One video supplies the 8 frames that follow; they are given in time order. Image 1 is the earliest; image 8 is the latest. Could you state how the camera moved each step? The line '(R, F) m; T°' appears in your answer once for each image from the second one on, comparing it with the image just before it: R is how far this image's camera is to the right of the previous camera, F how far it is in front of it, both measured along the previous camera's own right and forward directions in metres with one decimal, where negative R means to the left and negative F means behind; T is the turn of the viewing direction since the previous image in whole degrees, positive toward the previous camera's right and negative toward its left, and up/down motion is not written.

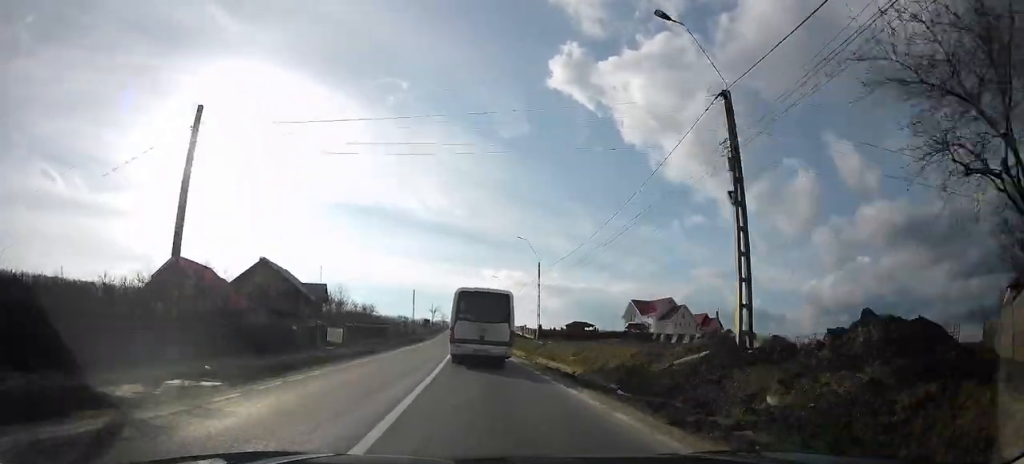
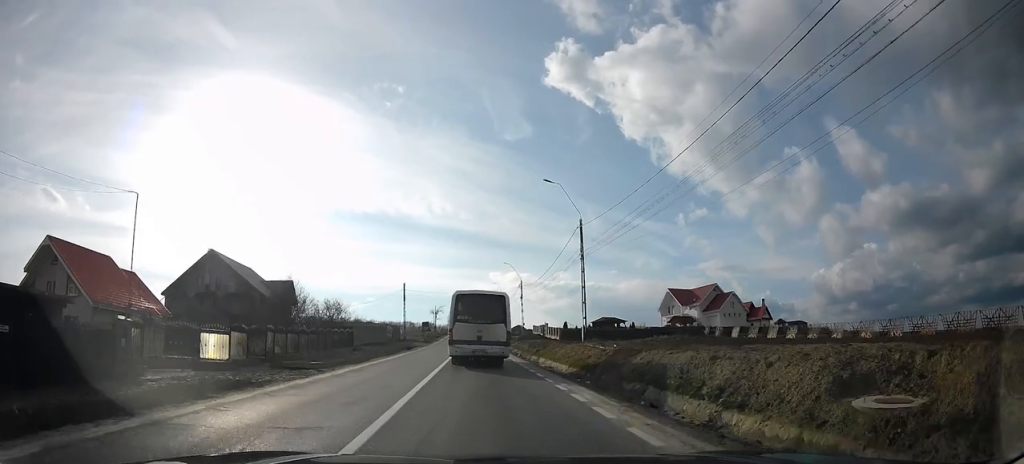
(-0.7, +19.8) m; -3°
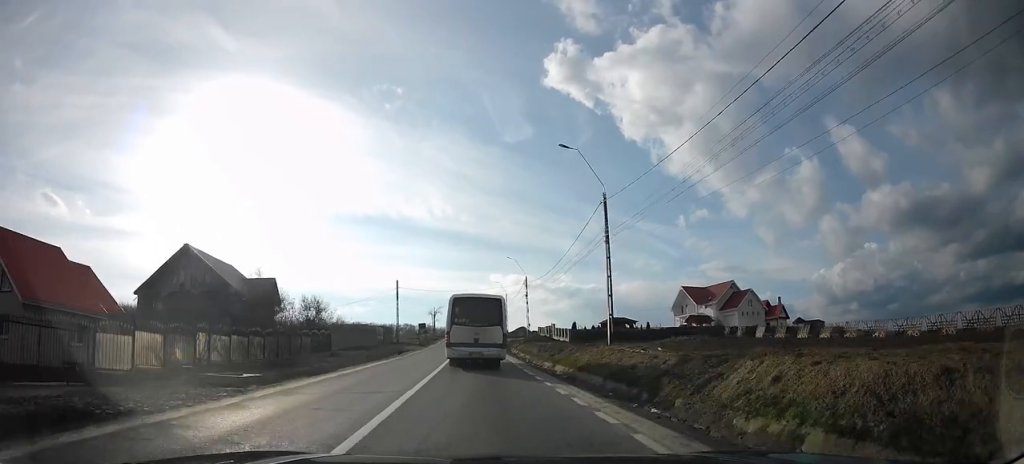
(0.0, +6.4) m; 0°
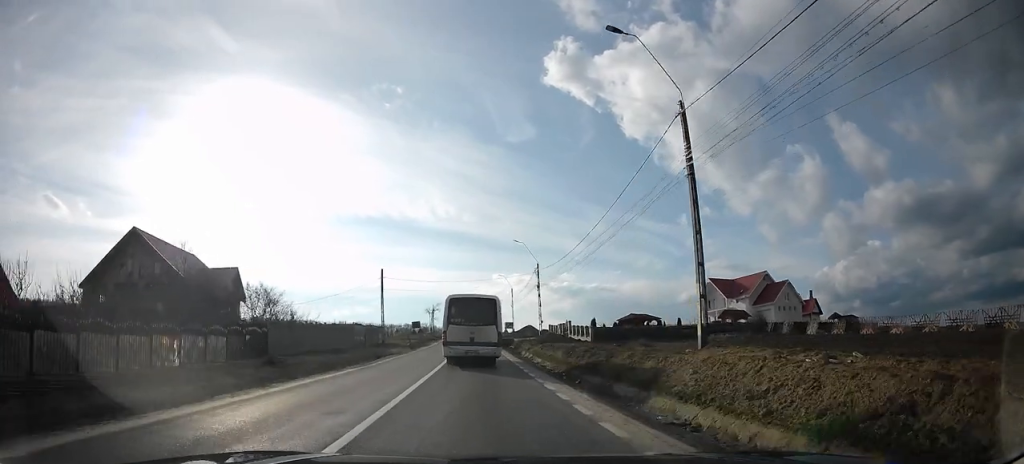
(0.0, +10.9) m; 0°
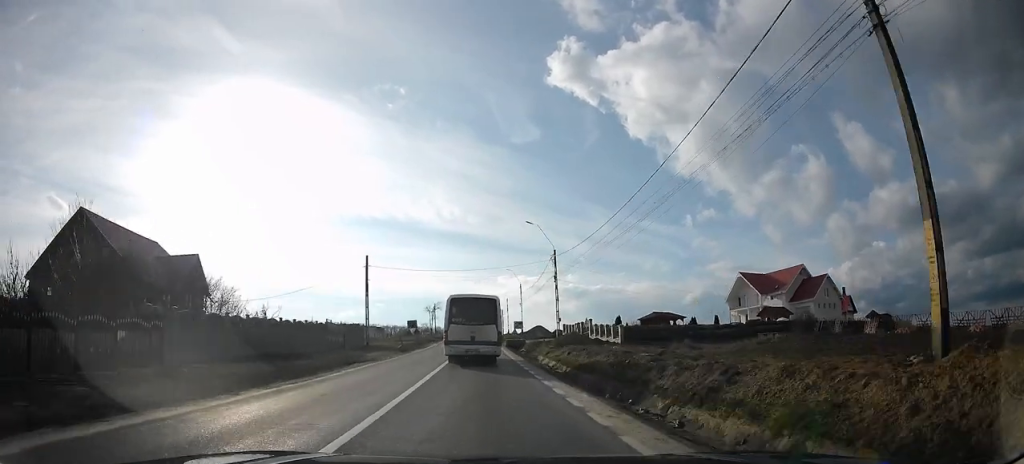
(+0.1, +8.8) m; 0°
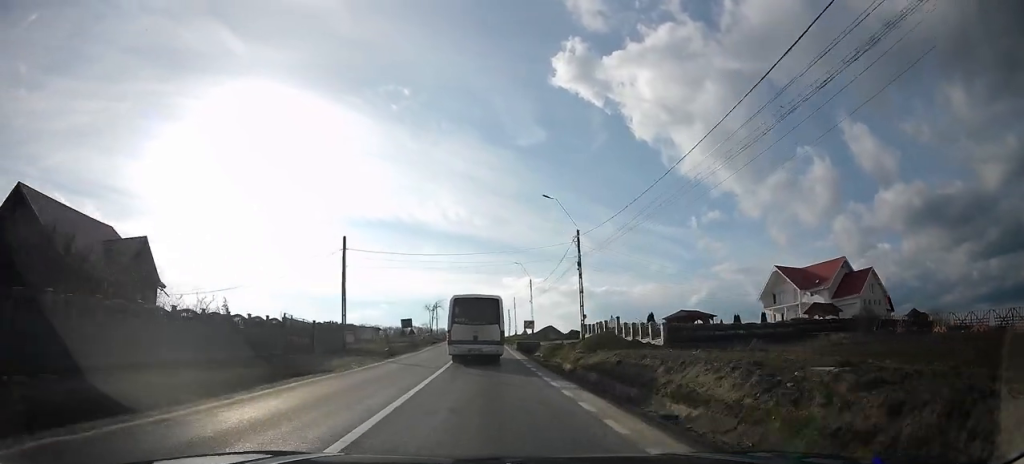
(-0.1, +8.5) m; -2°
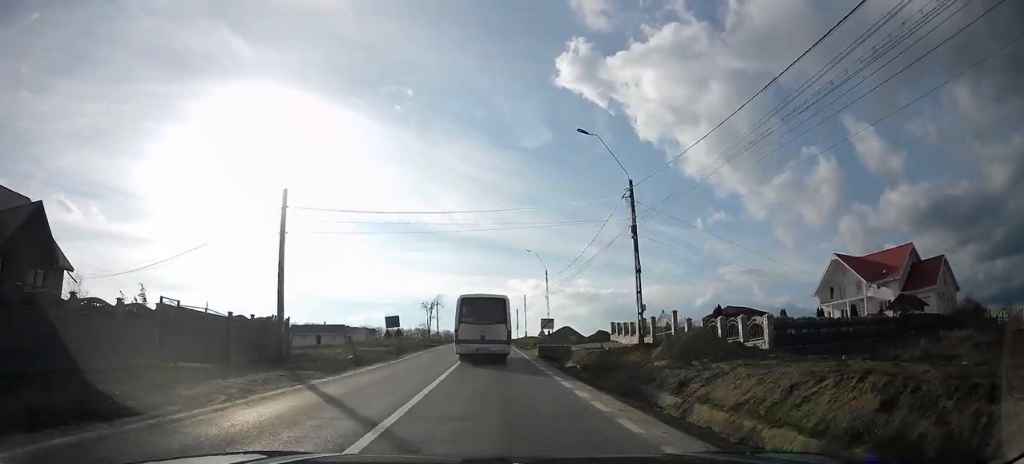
(-0.1, +11.7) m; -4°
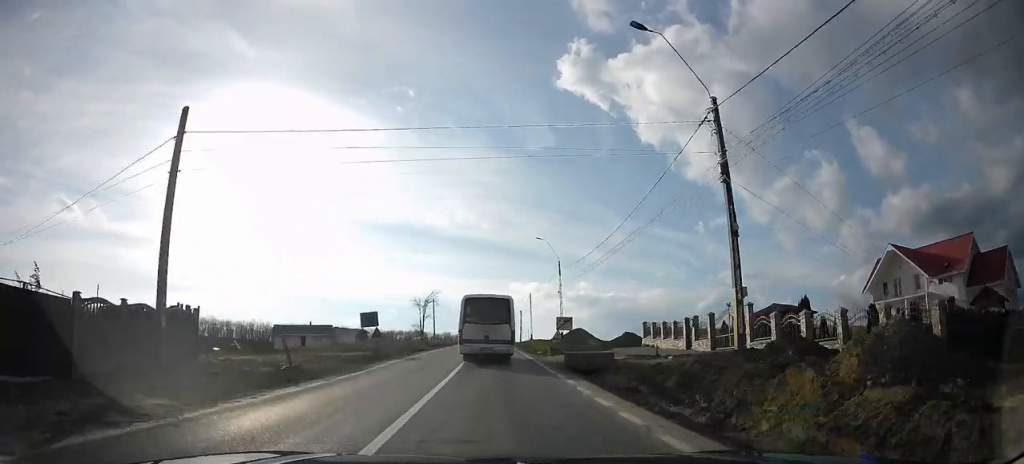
(-0.8, +9.3) m; 0°
